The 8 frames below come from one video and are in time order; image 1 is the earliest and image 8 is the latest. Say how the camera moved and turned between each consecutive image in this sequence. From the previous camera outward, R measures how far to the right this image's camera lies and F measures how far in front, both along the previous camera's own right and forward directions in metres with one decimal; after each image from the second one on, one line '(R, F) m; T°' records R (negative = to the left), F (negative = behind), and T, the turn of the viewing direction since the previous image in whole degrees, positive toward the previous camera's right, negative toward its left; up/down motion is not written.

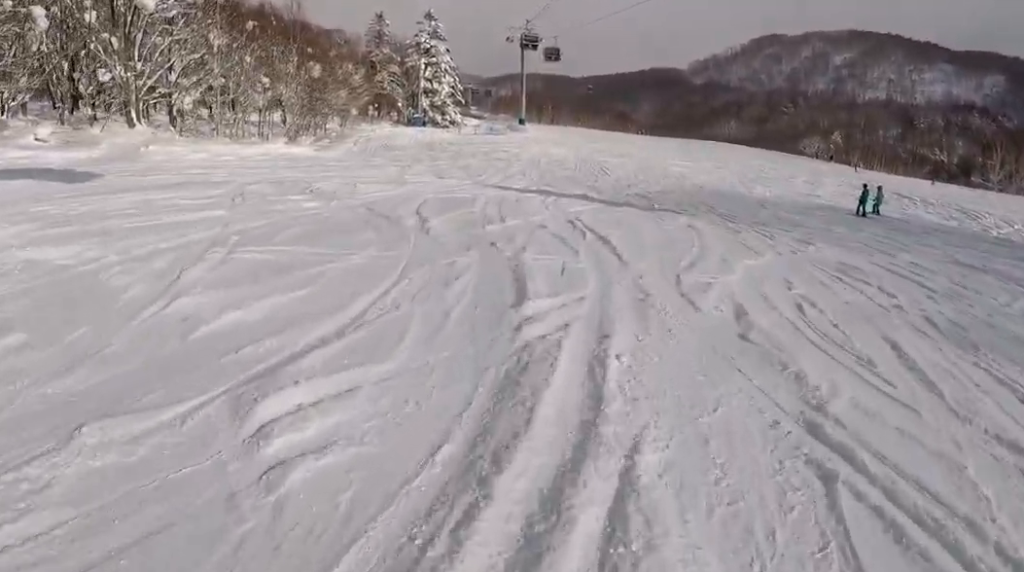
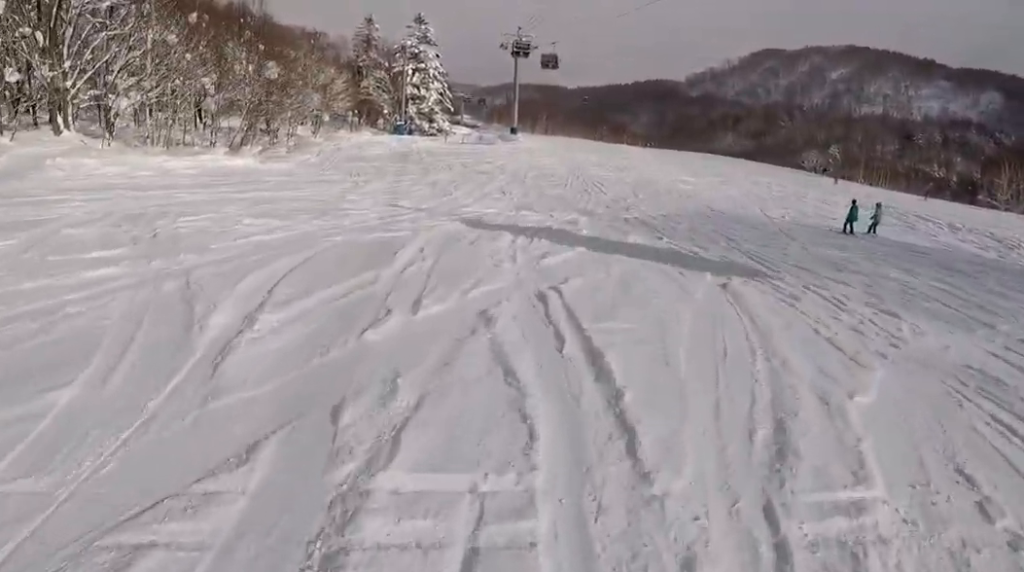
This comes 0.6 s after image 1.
(-0.2, +5.4) m; +5°
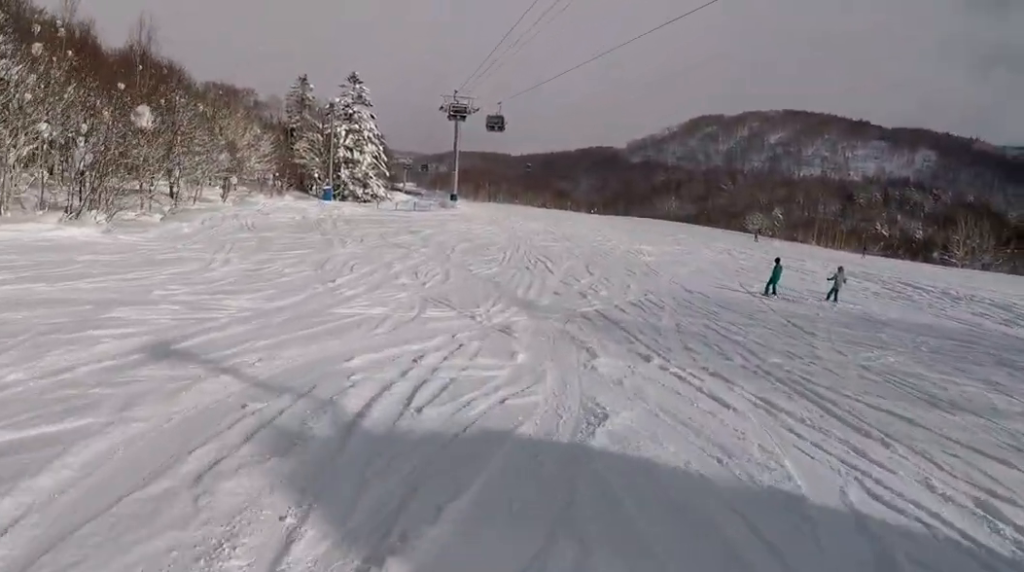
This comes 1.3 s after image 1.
(+0.8, +7.4) m; +2°
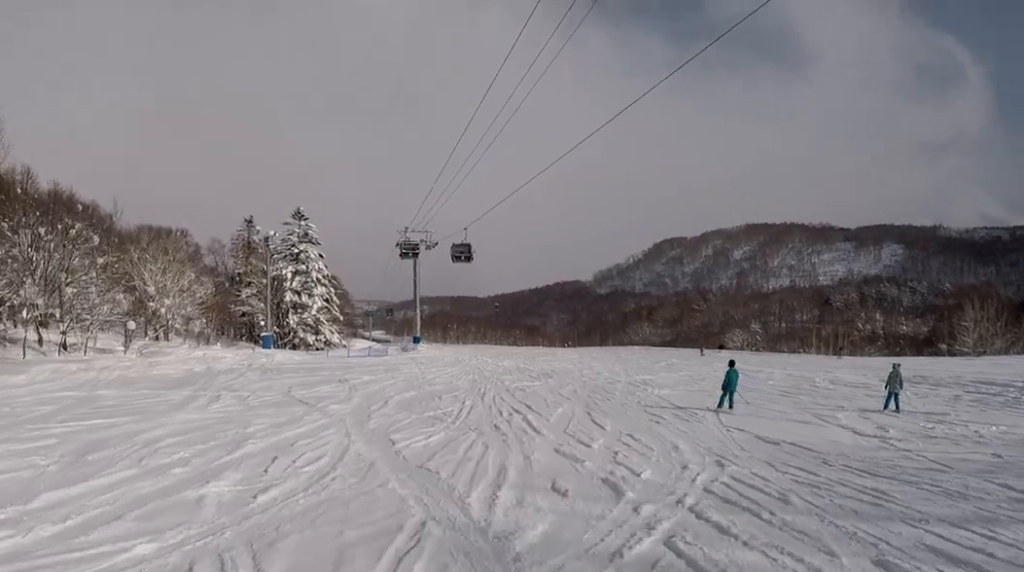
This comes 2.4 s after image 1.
(-0.4, +10.3) m; -6°
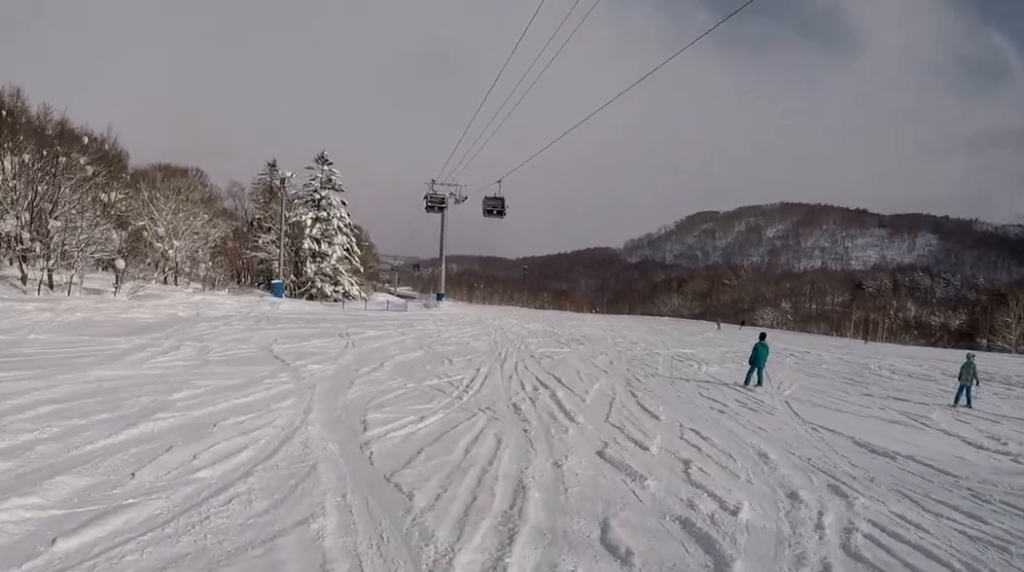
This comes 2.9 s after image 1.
(-0.2, +3.9) m; -3°
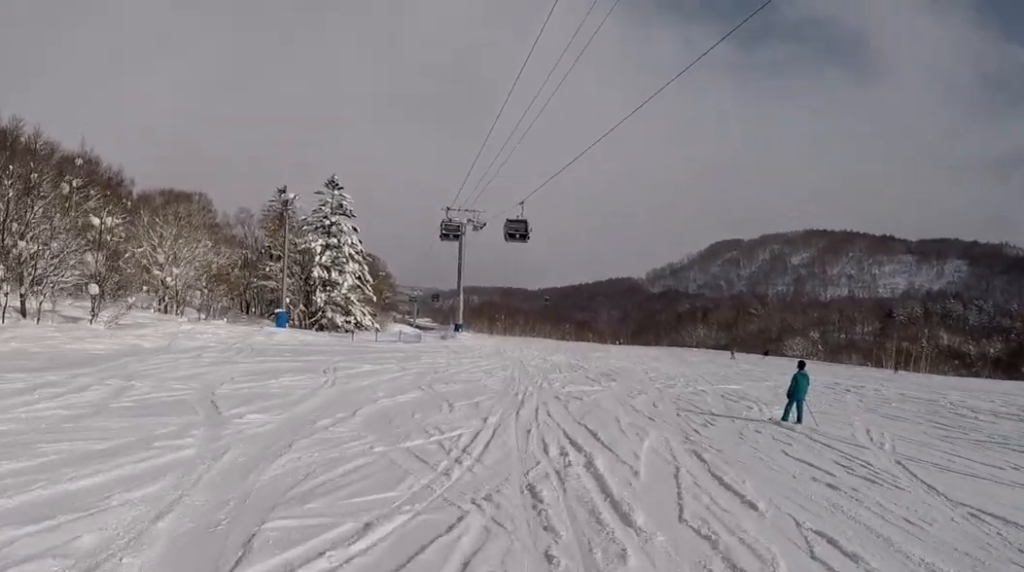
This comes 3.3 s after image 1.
(0.0, +4.3) m; 0°
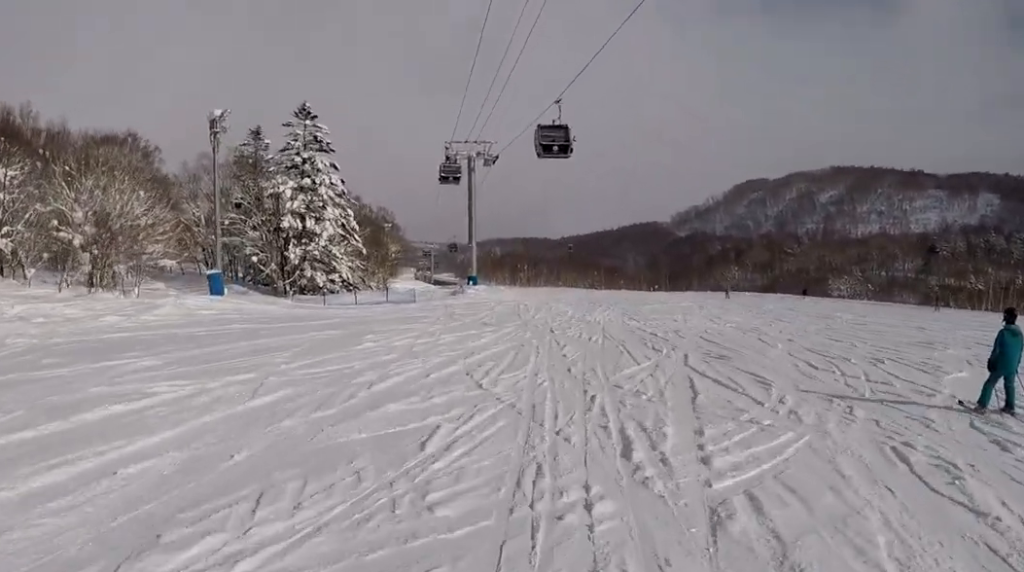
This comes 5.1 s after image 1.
(0.0, +16.0) m; 0°
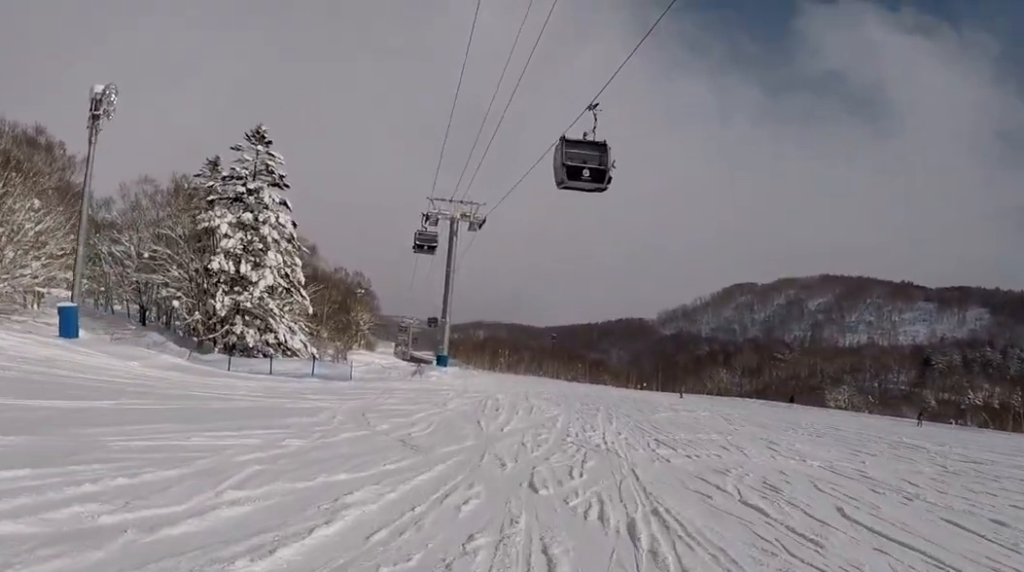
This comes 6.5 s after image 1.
(0.0, +12.8) m; 0°
